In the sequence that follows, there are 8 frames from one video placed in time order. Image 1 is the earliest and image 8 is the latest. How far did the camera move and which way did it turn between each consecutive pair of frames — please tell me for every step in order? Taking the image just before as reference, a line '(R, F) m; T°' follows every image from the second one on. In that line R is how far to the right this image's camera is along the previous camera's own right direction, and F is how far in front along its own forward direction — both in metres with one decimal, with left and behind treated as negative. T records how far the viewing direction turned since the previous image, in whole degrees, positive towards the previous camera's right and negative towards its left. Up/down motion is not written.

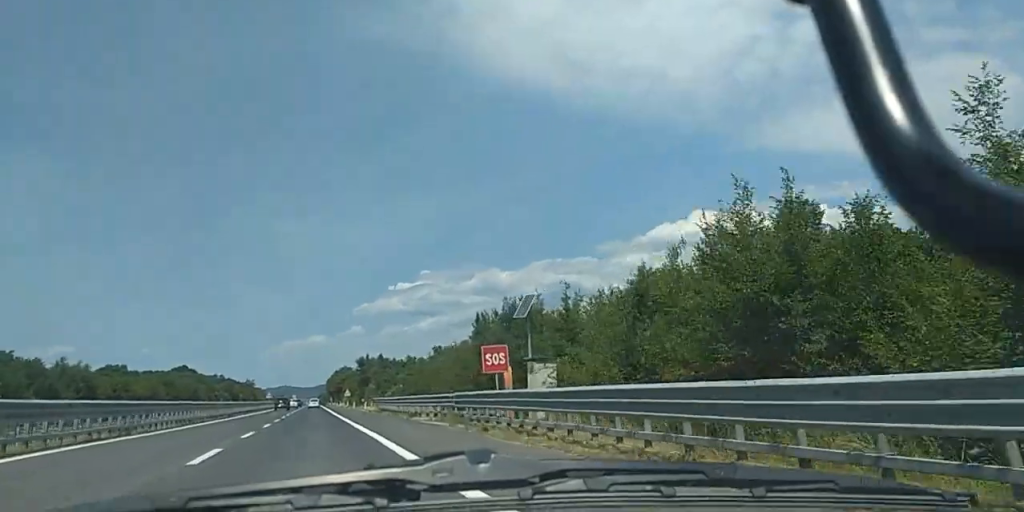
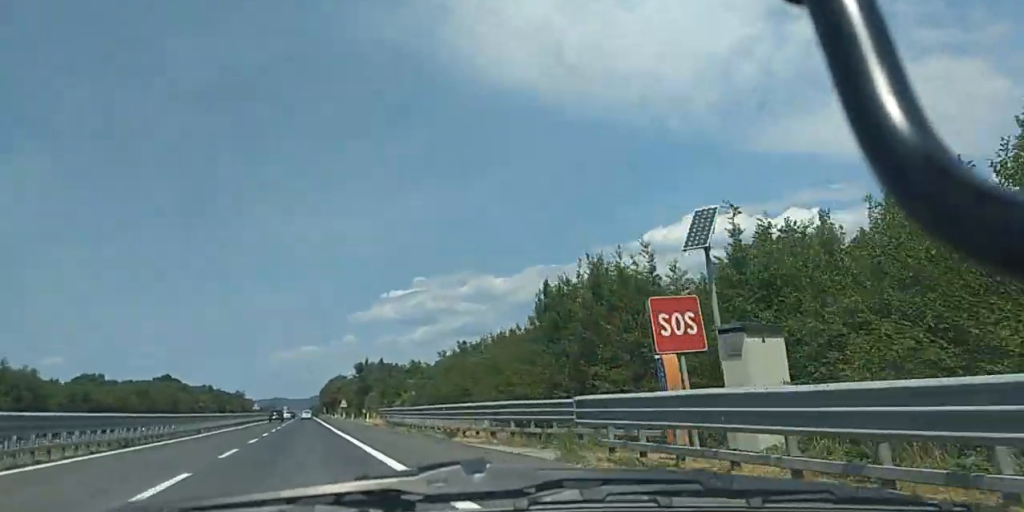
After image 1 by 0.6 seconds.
(+0.2, +15.1) m; 0°
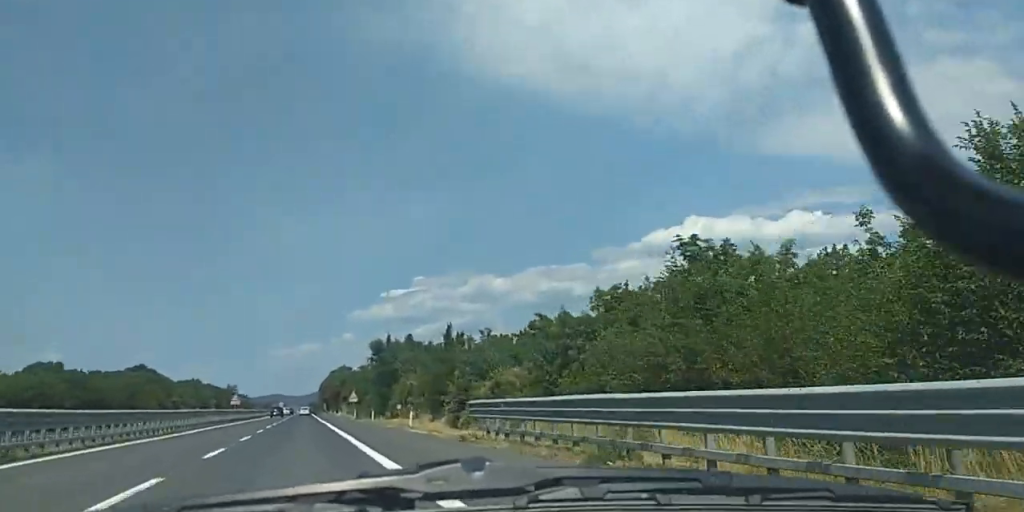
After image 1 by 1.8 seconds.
(+0.3, +35.0) m; -1°
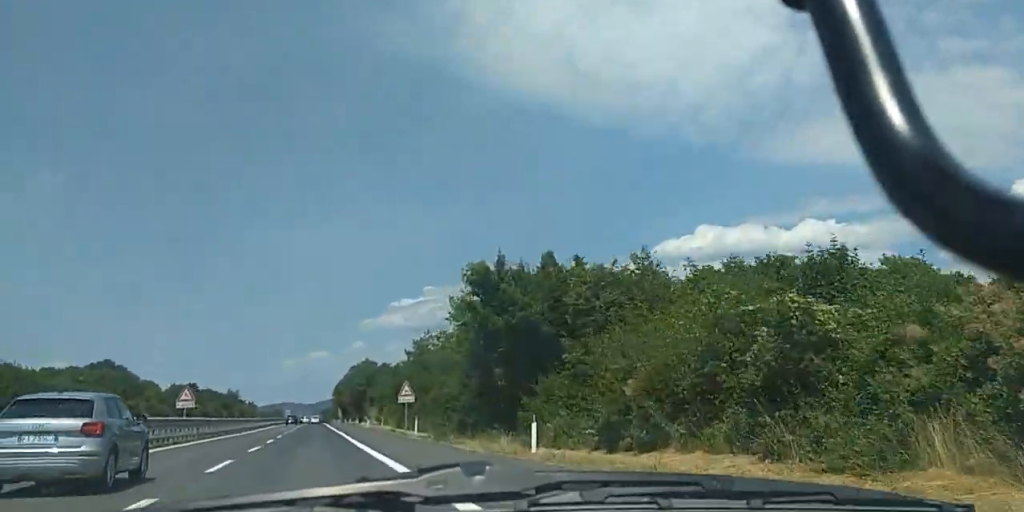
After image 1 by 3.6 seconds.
(-0.4, +48.2) m; 0°
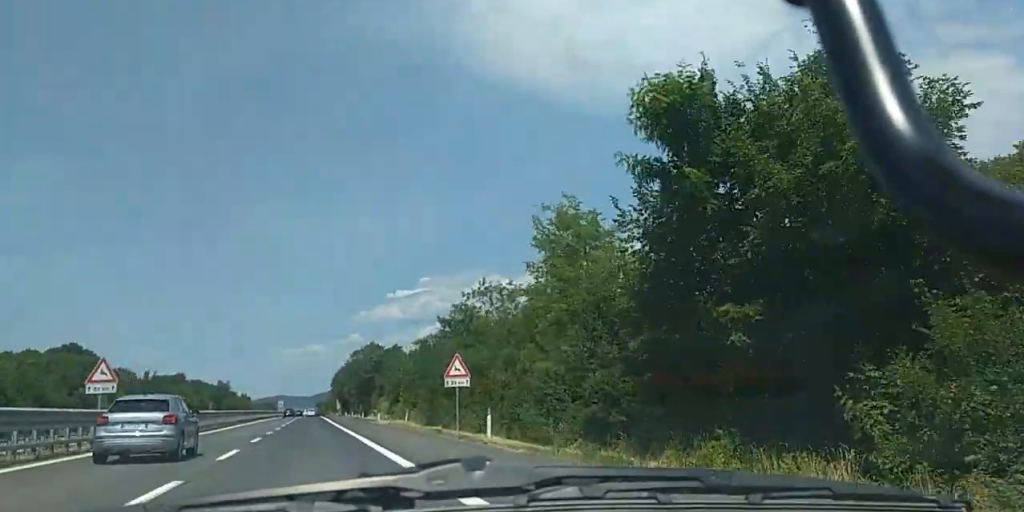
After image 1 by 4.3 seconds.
(+0.2, +20.8) m; 0°
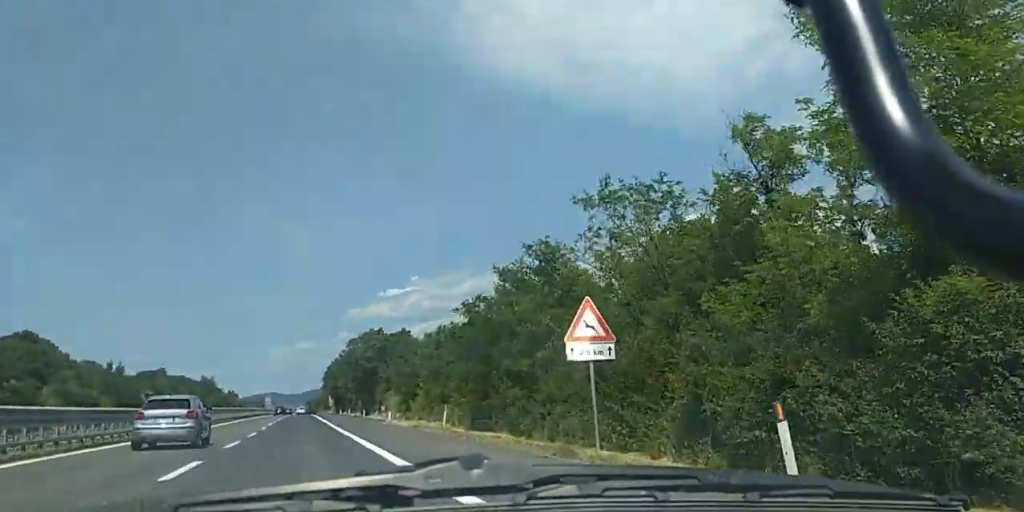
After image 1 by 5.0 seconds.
(-0.3, +17.0) m; 0°
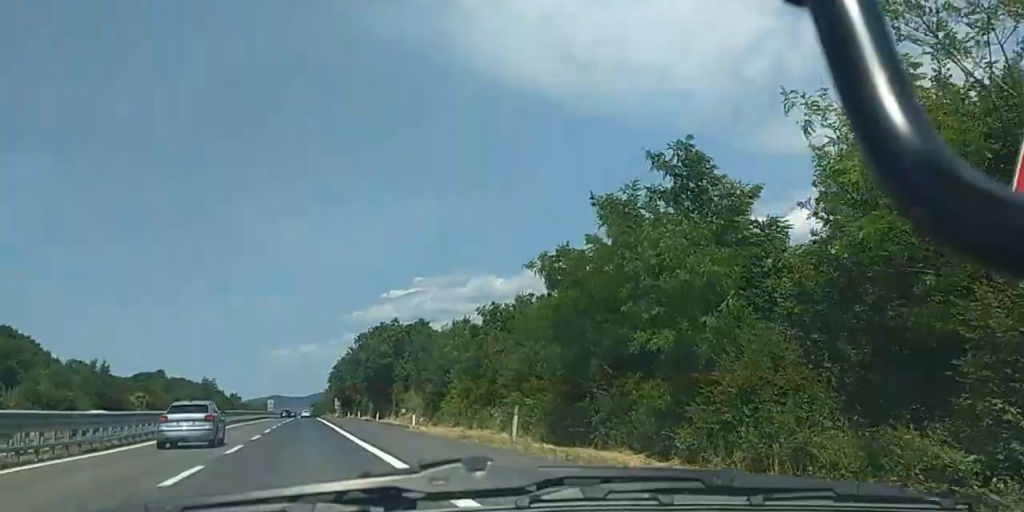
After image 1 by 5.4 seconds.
(+0.1, +11.4) m; 0°
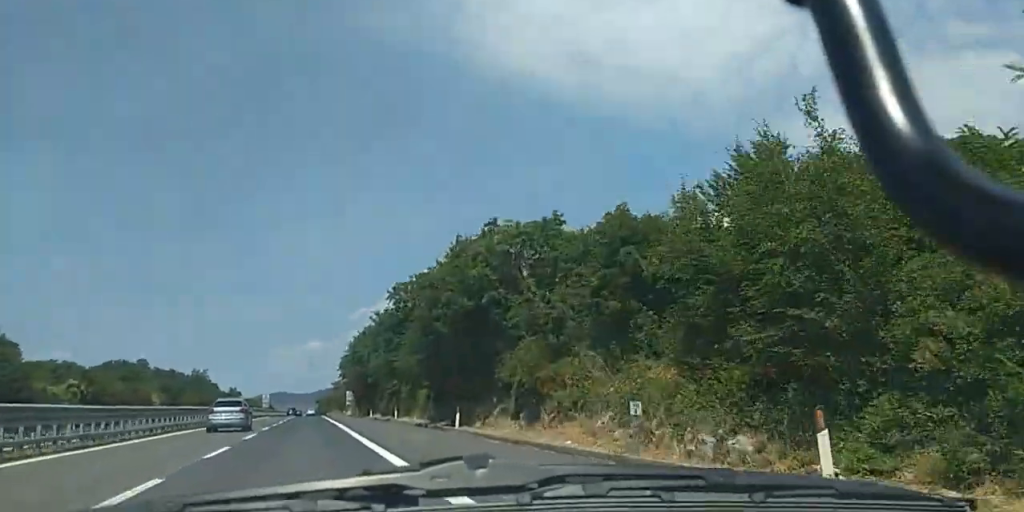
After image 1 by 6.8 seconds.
(+0.1, +39.0) m; 0°
